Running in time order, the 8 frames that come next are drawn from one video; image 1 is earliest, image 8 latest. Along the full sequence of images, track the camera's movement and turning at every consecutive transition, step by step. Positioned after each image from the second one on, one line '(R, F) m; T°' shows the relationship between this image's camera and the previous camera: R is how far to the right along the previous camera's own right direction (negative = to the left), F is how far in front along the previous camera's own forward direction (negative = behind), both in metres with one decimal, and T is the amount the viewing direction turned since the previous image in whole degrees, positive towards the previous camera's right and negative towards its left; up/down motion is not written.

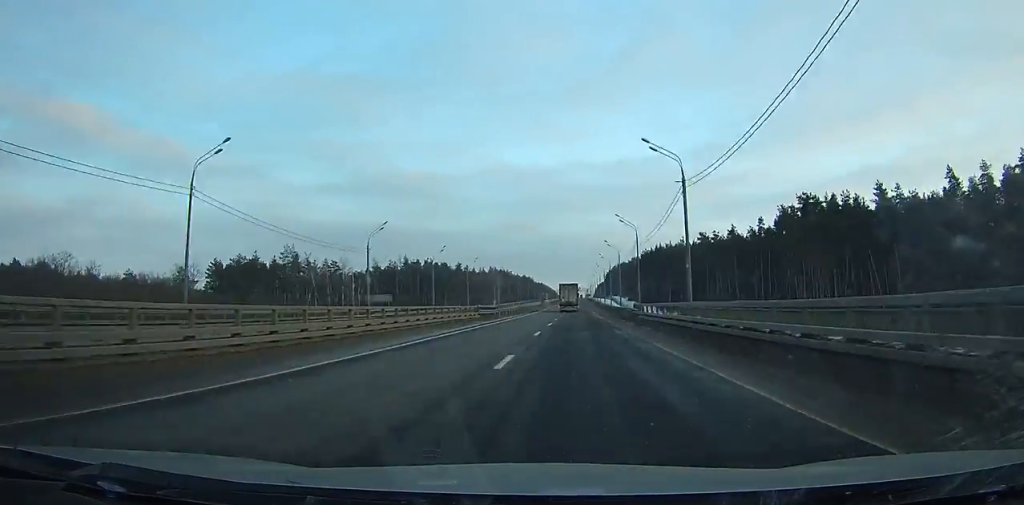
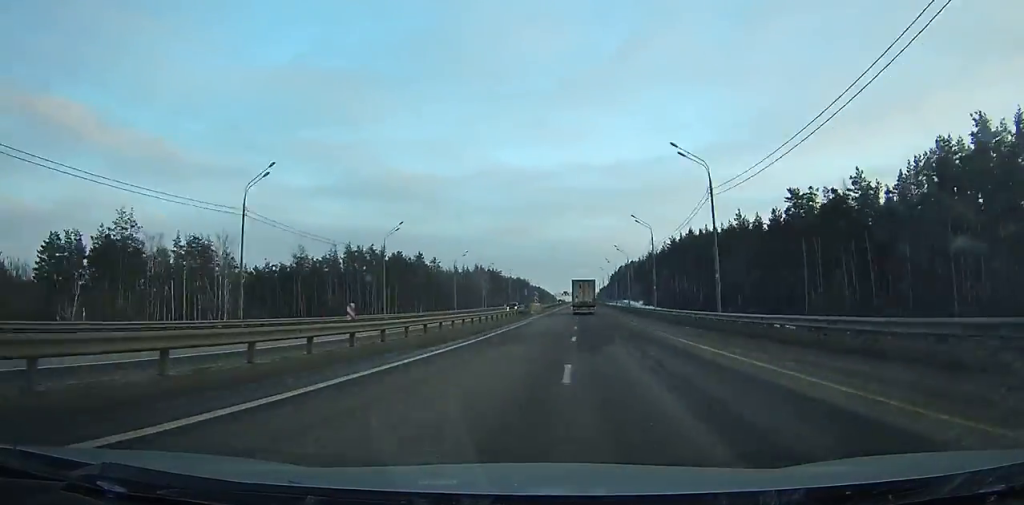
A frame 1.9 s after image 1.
(+0.3, +60.5) m; 0°
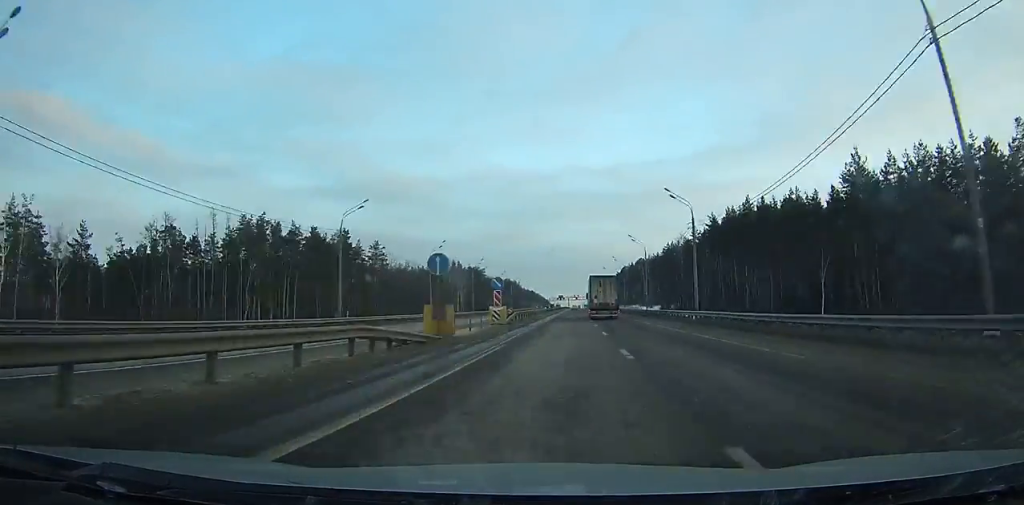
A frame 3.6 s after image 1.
(-0.1, +53.9) m; 0°
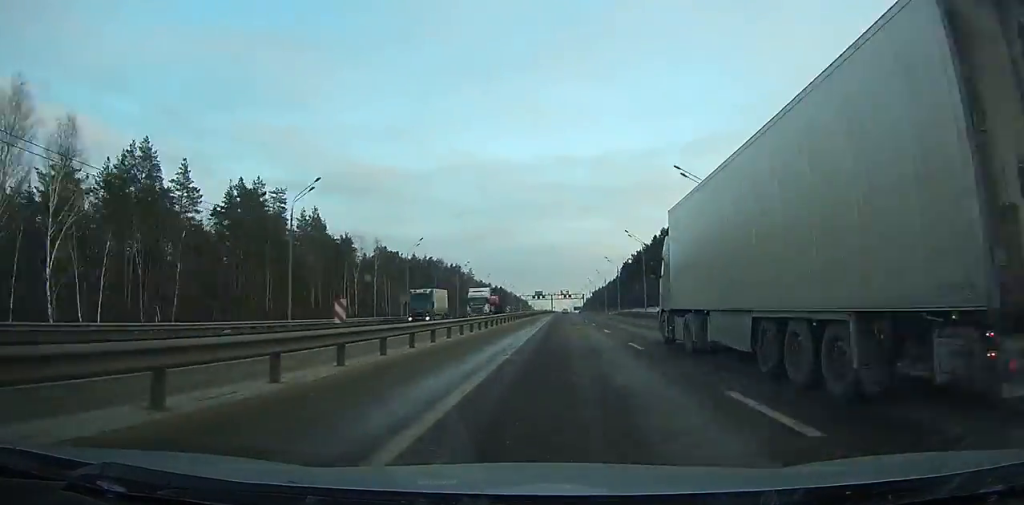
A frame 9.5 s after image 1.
(+2.4, +185.7) m; +1°
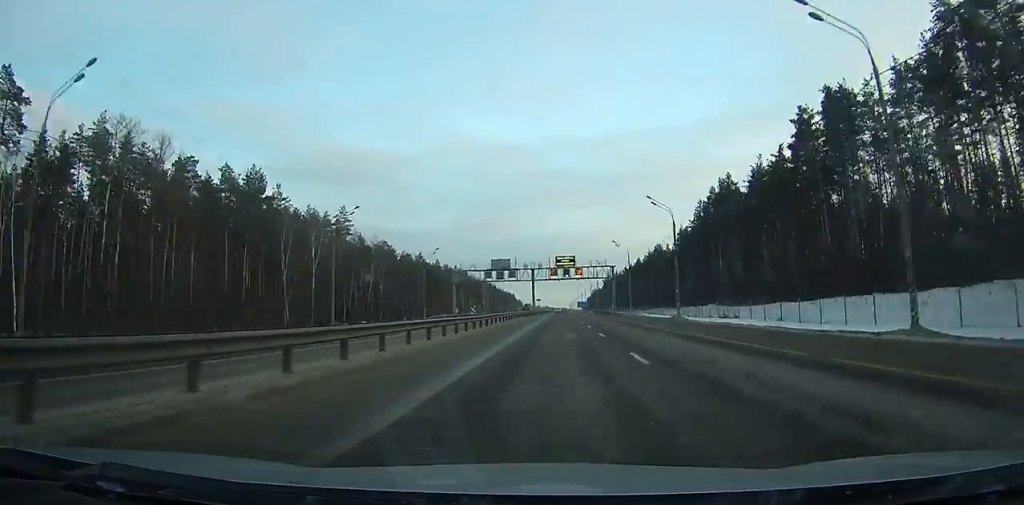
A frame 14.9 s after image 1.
(-0.1, +169.0) m; 0°
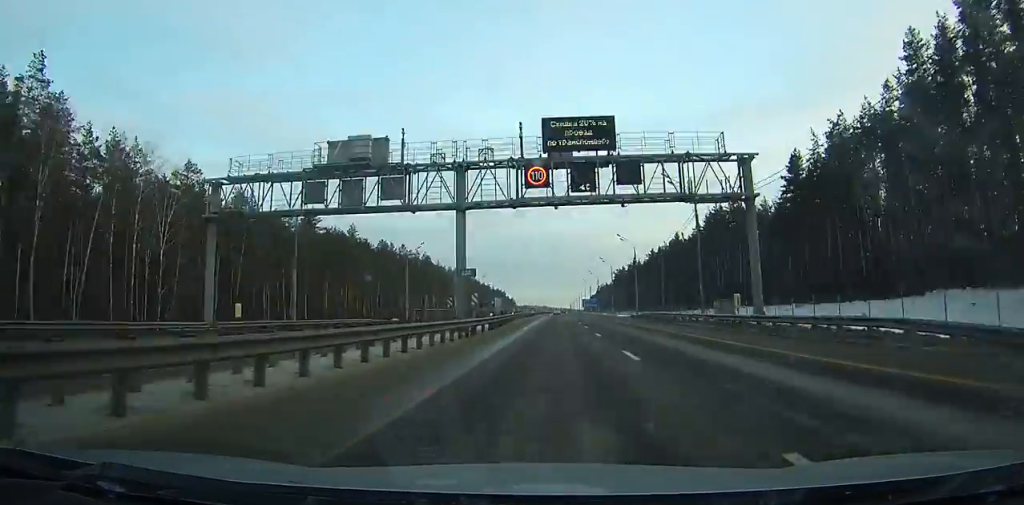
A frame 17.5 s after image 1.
(0.0, +81.5) m; 0°
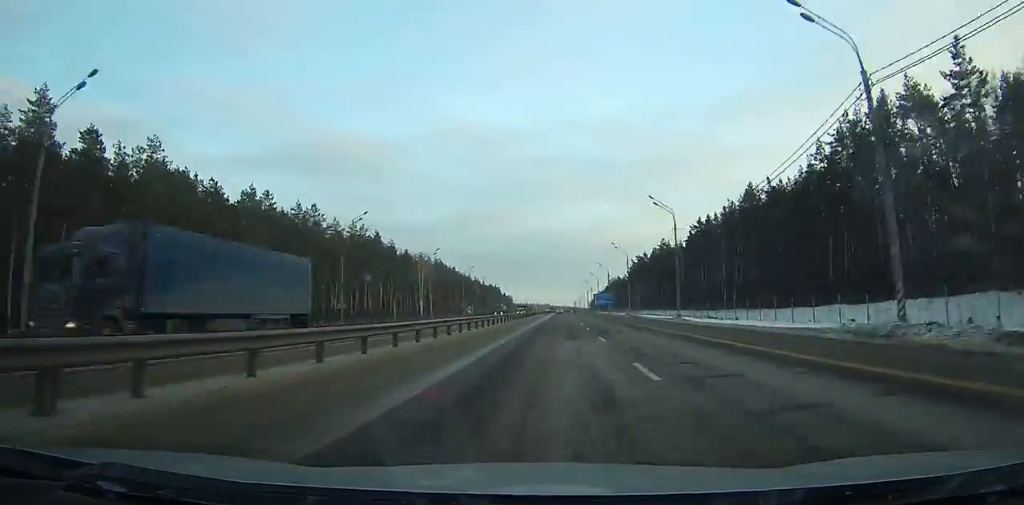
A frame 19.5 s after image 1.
(0.0, +62.7) m; 0°
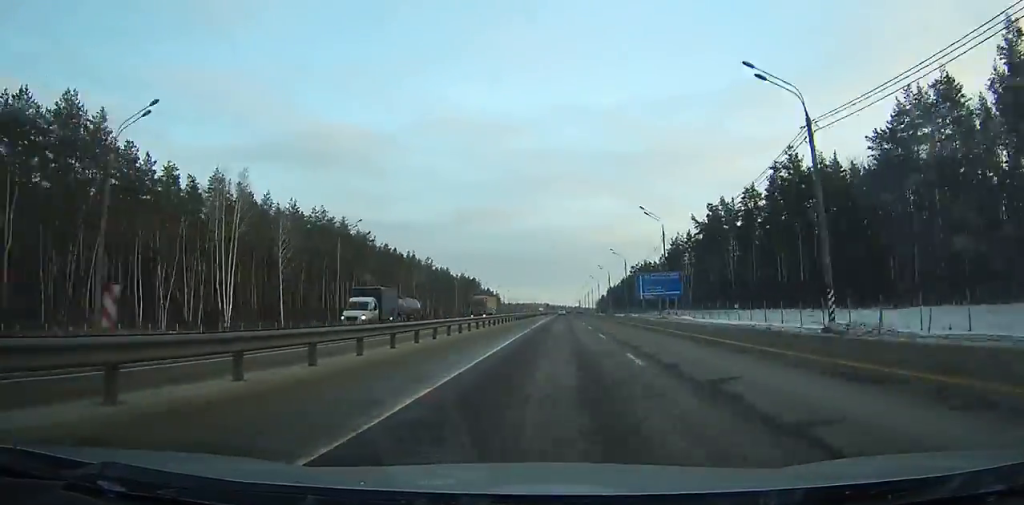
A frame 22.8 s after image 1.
(+0.1, +103.8) m; 0°
